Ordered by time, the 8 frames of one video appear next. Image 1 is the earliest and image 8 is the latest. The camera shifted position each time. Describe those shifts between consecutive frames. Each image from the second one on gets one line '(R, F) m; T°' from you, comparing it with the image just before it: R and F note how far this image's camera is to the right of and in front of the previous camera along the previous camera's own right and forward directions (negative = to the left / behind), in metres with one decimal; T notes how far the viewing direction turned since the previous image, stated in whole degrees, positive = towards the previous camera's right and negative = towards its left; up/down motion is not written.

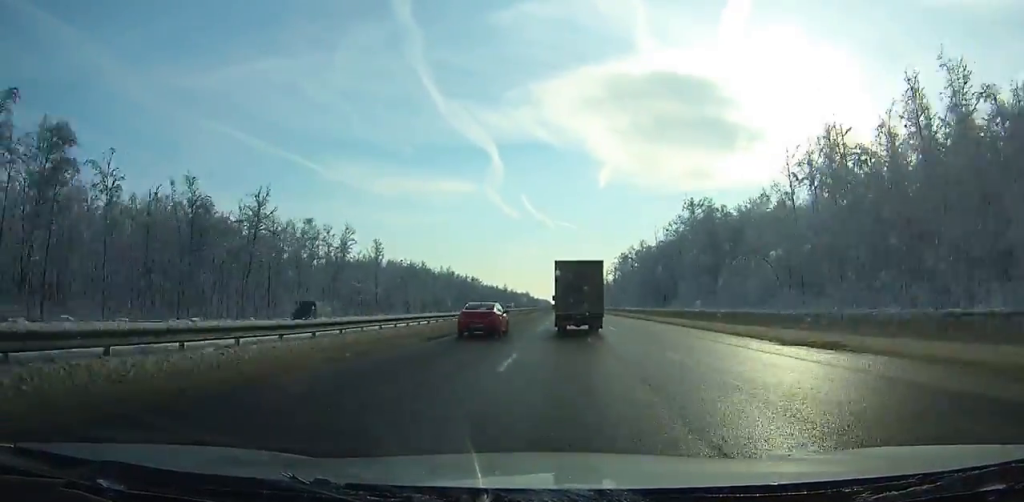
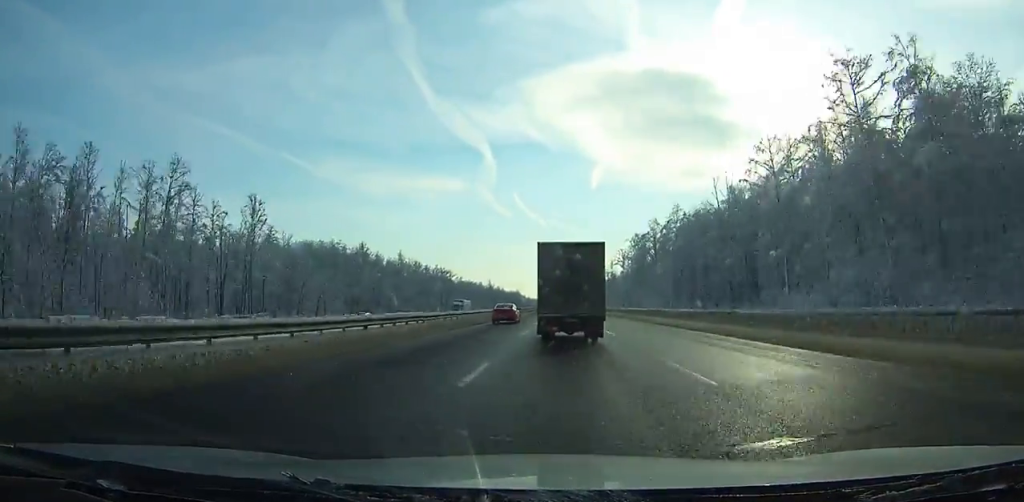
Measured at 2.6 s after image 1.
(+0.1, +65.1) m; 0°
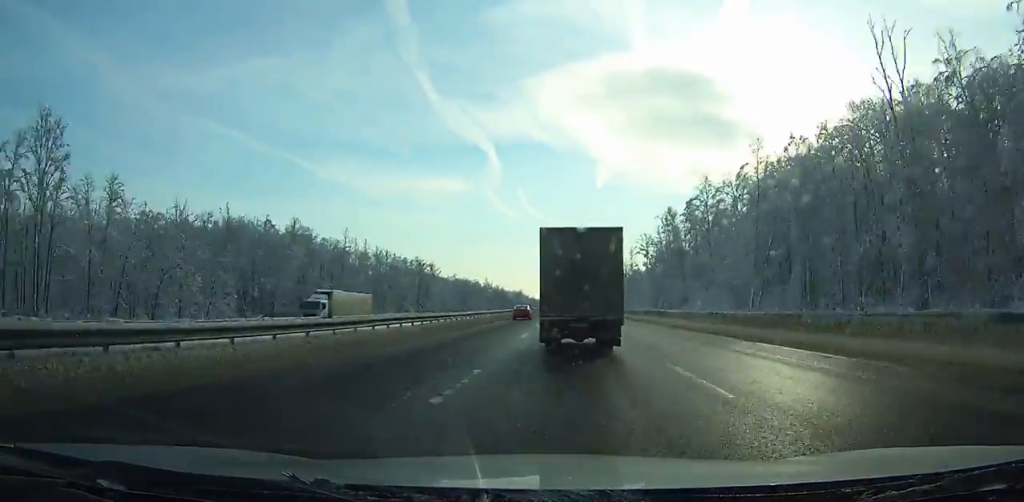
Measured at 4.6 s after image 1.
(-0.1, +49.6) m; -1°
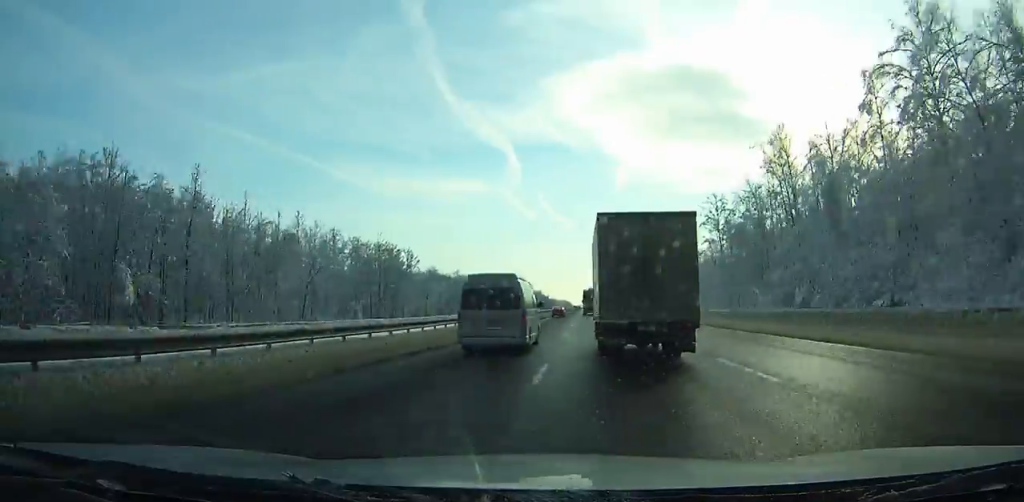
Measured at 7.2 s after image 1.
(-0.7, +64.6) m; -1°
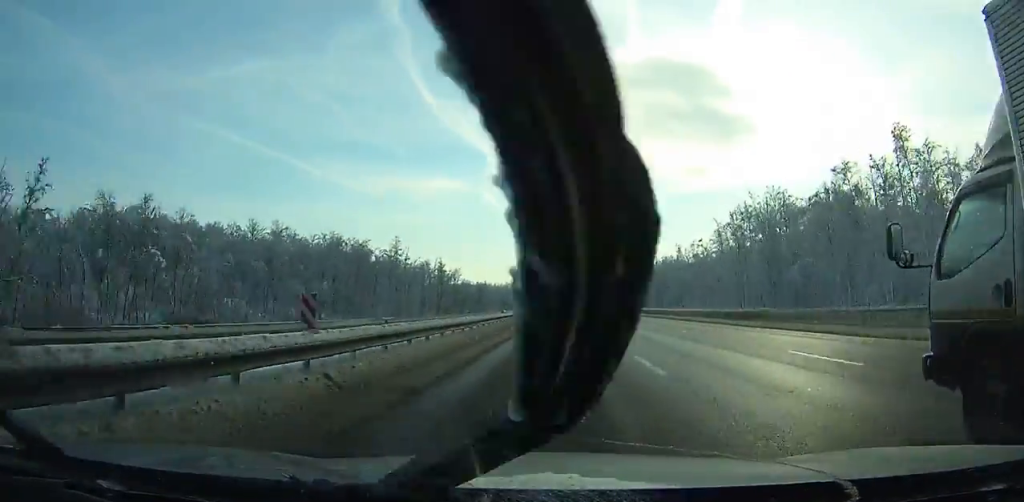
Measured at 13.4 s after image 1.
(+1.6, +159.4) m; +1°
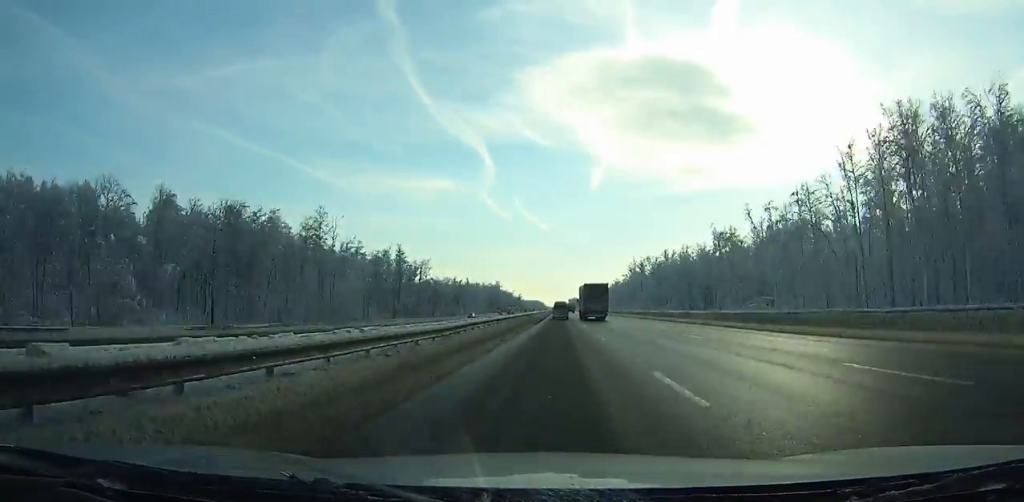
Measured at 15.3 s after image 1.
(0.0, +50.9) m; 0°
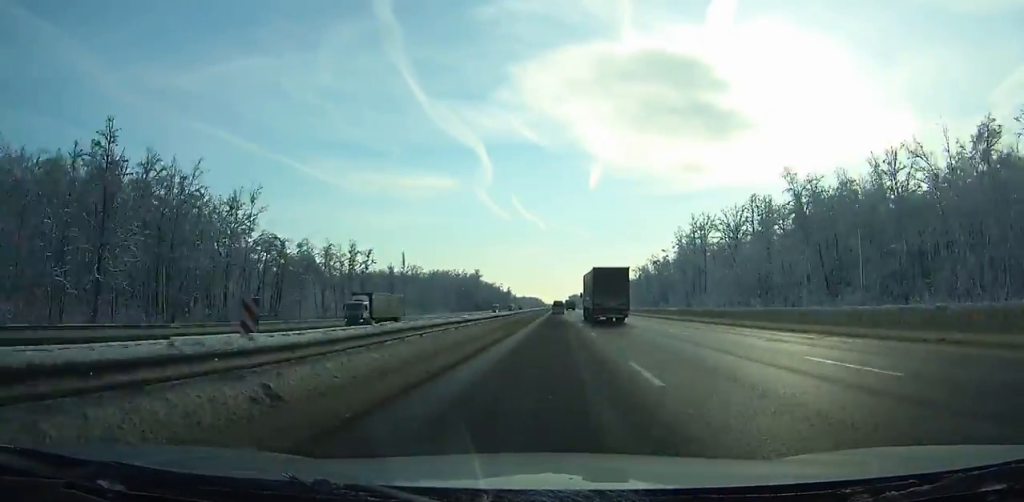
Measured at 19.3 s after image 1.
(+0.3, +110.6) m; 0°
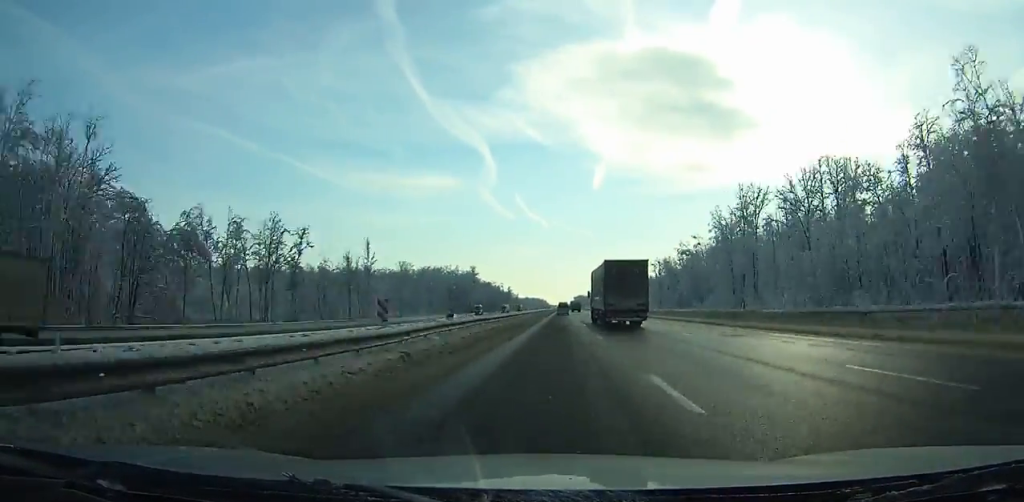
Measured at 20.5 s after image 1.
(-0.1, +34.2) m; 0°
